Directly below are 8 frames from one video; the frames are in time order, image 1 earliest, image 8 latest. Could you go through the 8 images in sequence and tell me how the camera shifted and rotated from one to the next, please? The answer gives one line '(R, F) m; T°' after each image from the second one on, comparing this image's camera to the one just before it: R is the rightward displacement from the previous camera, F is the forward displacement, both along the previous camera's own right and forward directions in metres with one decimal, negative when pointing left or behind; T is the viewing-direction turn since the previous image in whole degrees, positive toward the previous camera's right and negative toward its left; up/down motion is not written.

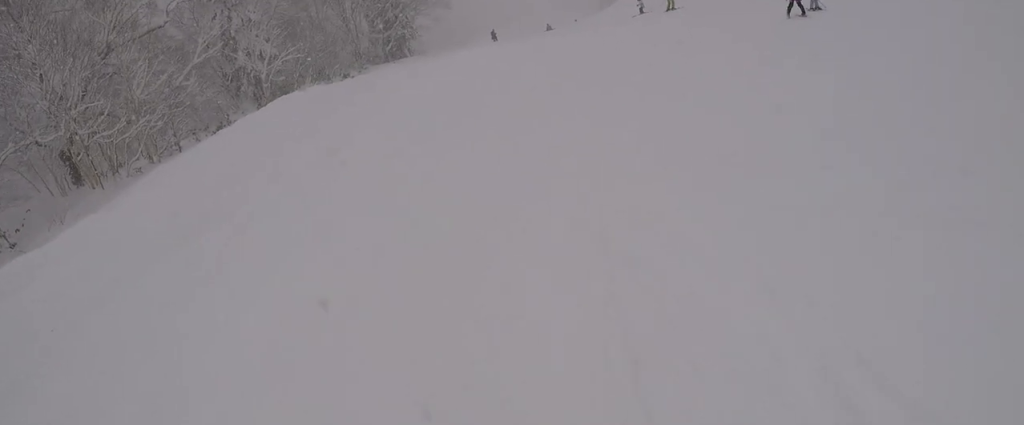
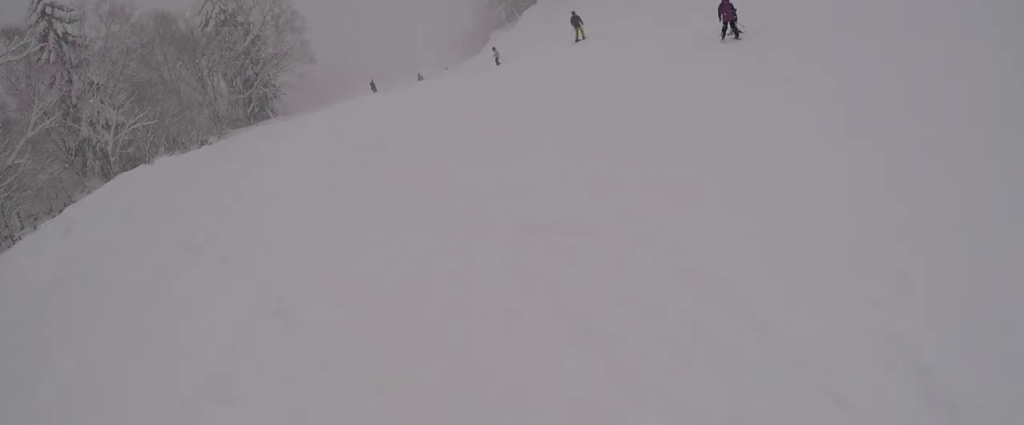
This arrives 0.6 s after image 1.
(+0.4, +4.2) m; +8°
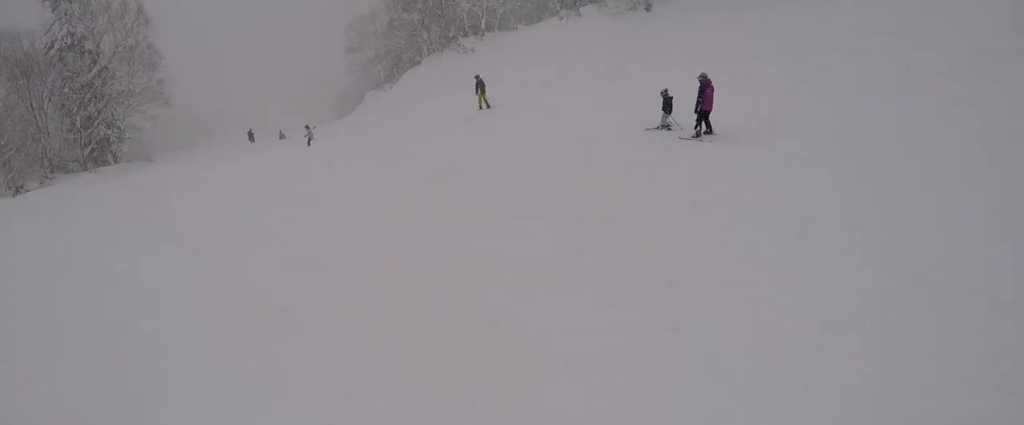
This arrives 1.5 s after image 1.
(+0.7, +6.9) m; -2°
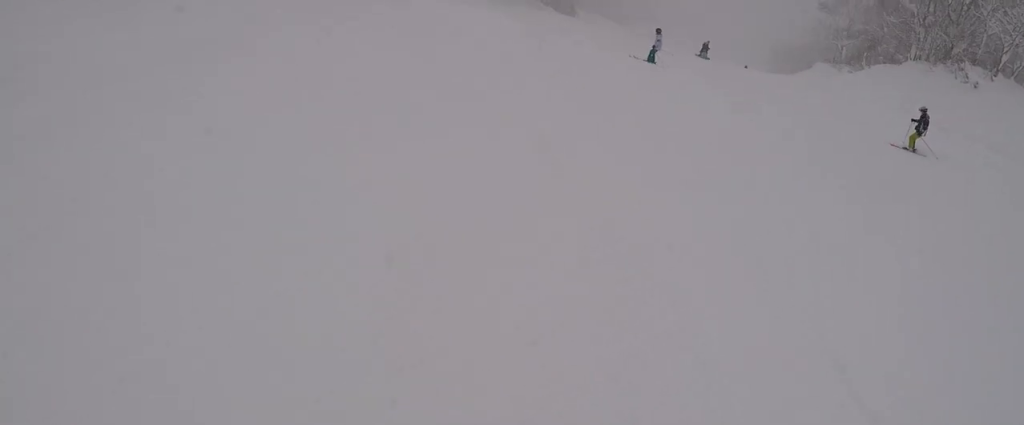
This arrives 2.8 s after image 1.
(-1.3, +8.0) m; -17°
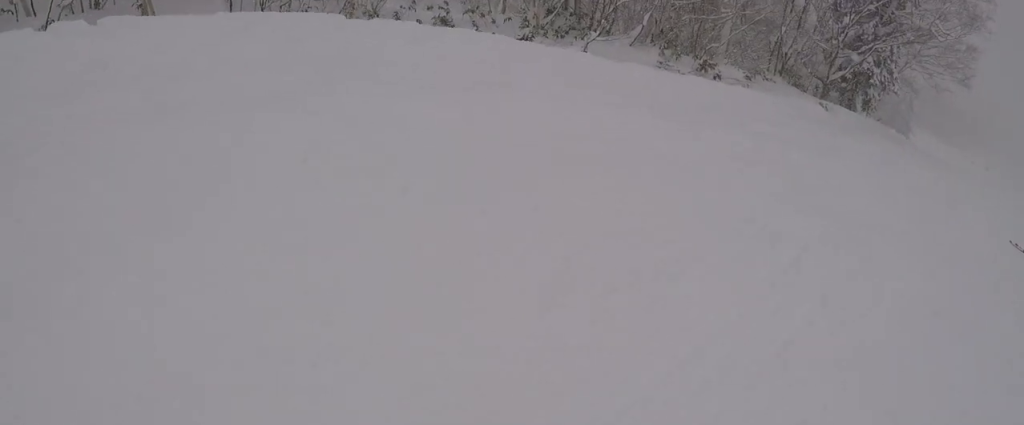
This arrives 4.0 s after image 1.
(-1.1, +6.2) m; -9°
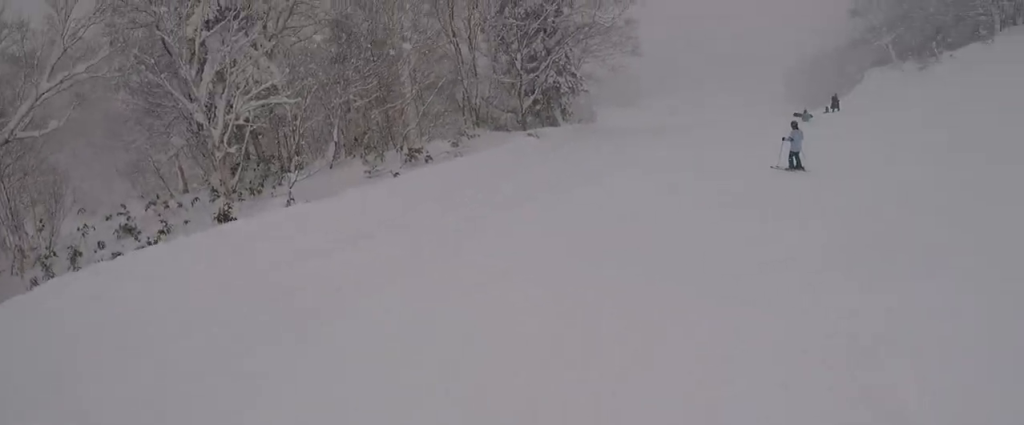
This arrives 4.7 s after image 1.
(-0.1, +3.2) m; +11°
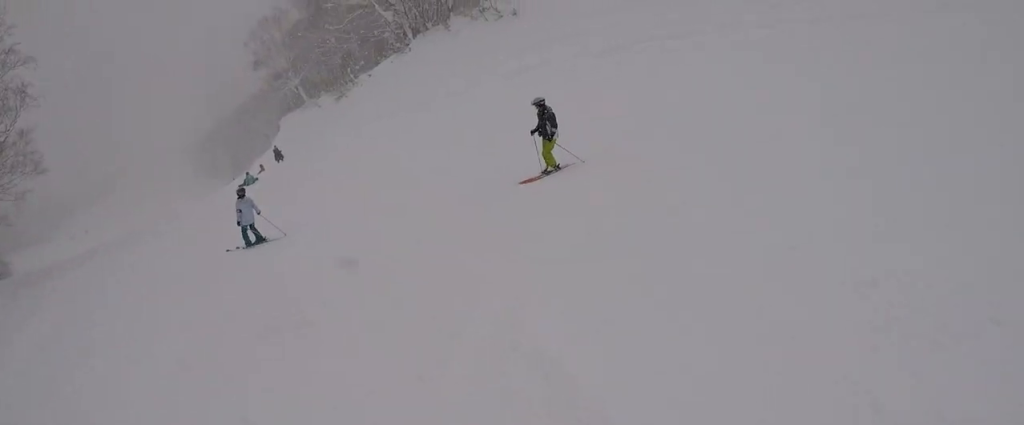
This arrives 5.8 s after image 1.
(+1.7, +4.7) m; +26°
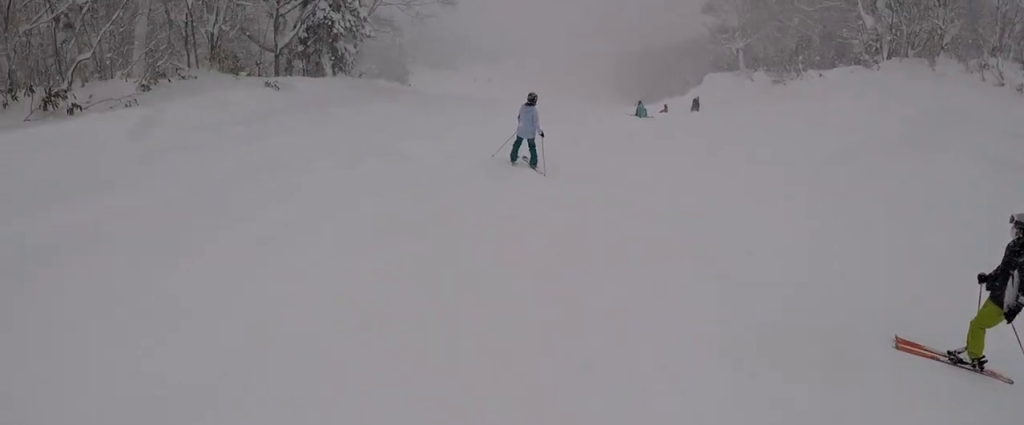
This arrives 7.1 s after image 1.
(0.0, +4.9) m; -12°
